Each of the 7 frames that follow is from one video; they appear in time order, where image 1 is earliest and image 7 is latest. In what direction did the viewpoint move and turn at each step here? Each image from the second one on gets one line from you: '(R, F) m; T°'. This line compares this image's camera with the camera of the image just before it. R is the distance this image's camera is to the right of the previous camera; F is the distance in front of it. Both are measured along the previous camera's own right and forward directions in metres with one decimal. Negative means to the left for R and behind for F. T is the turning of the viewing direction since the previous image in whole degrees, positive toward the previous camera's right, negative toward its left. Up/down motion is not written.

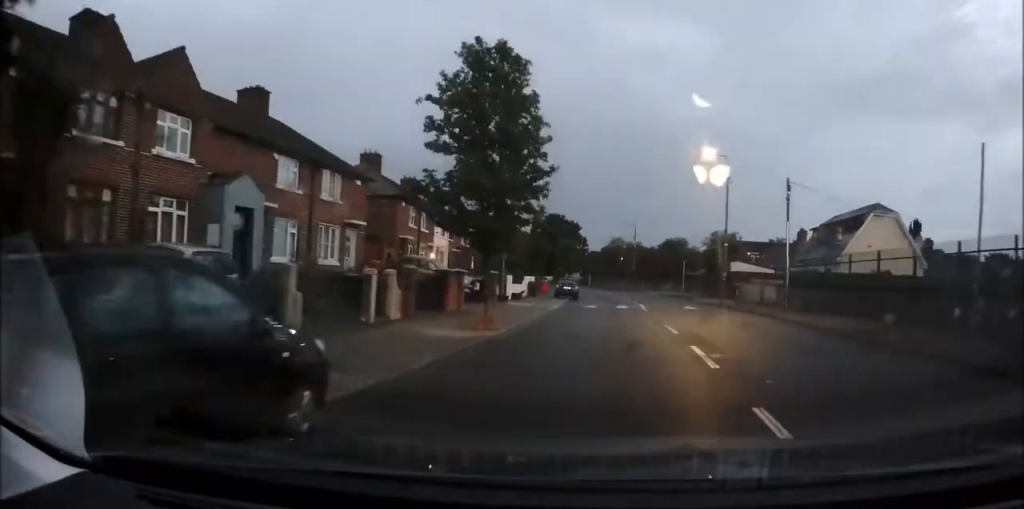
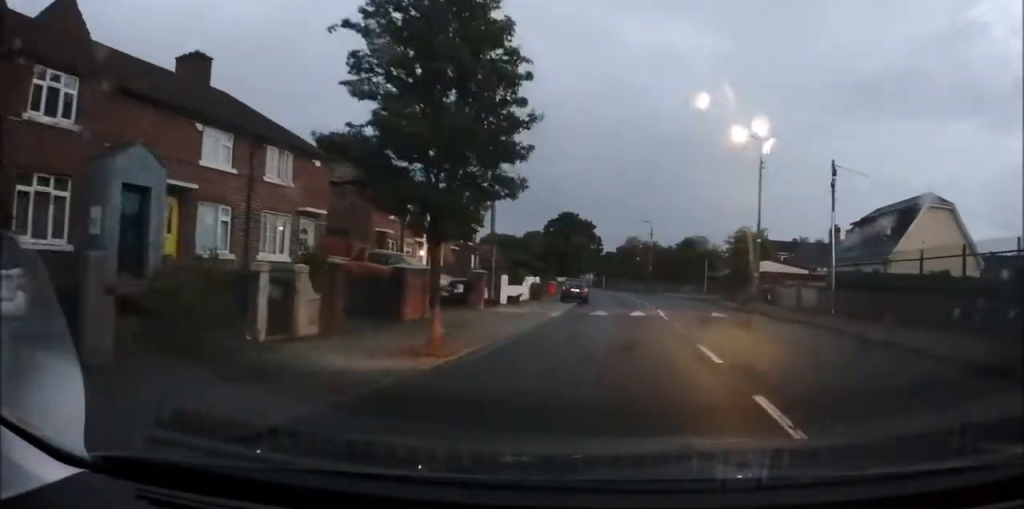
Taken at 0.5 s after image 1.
(-0.2, +4.7) m; -1°
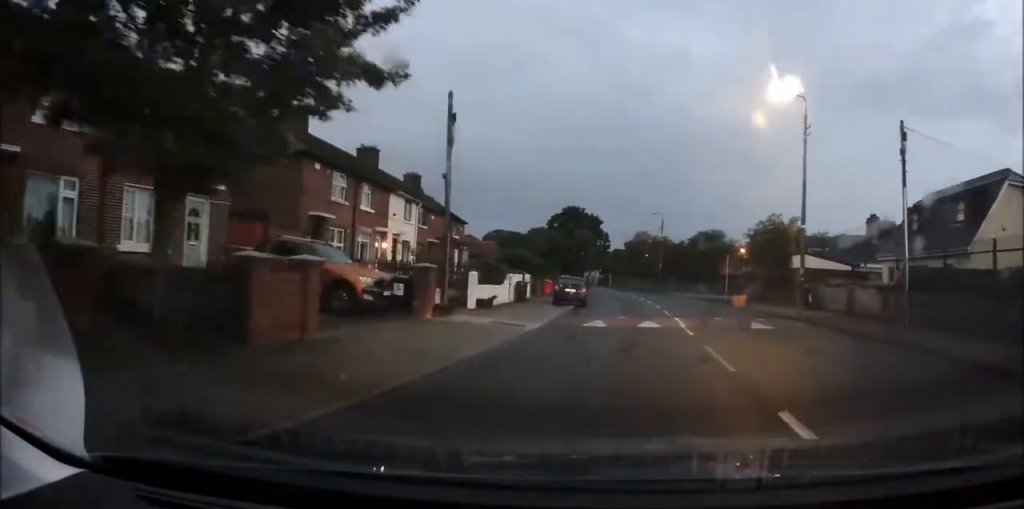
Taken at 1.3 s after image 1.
(-0.1, +6.2) m; -1°
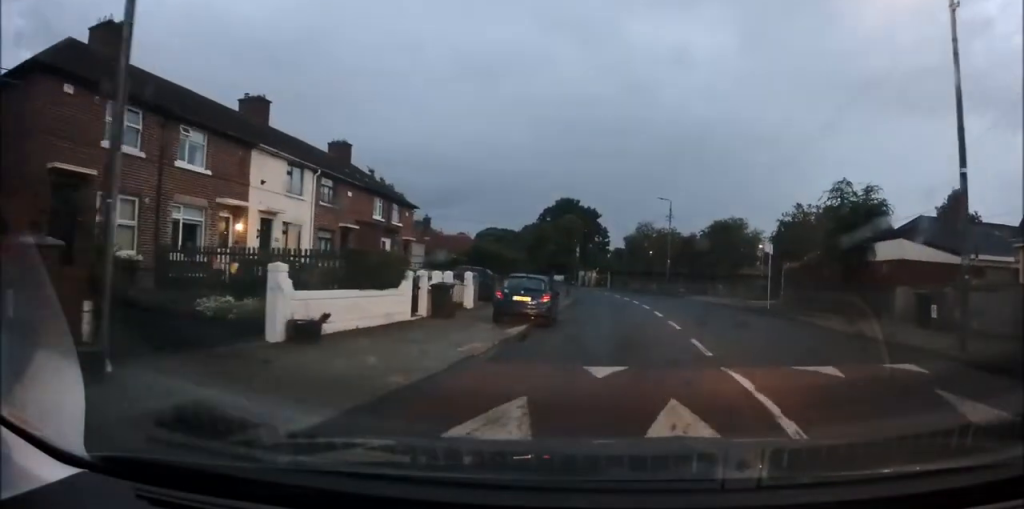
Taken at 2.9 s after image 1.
(-0.1, +11.8) m; -2°
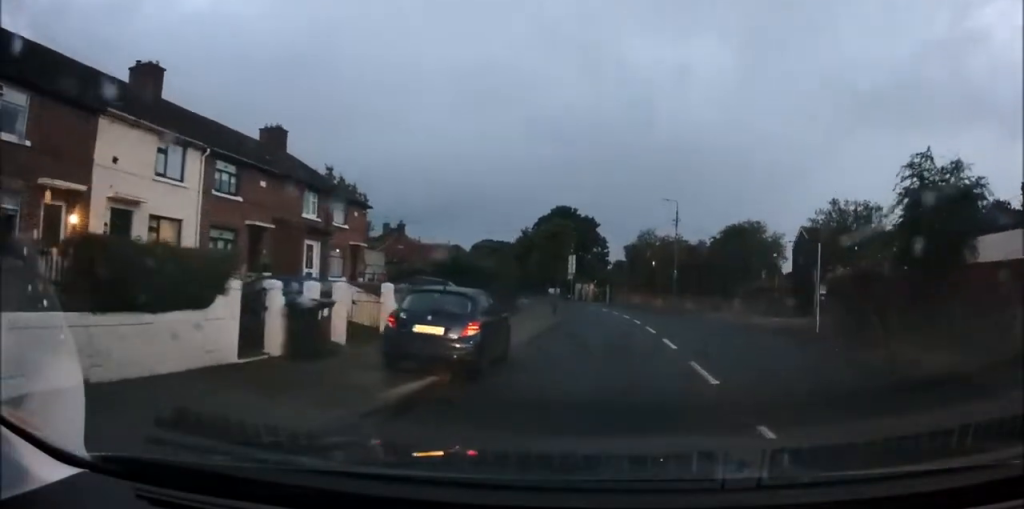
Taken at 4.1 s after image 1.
(-0.2, +7.4) m; -2°
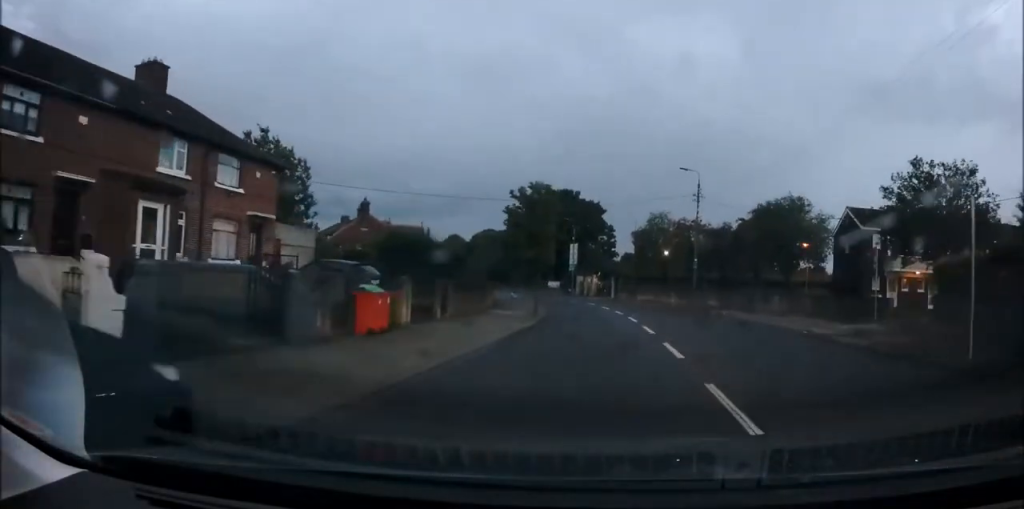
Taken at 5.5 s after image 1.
(+0.2, +9.9) m; +2°
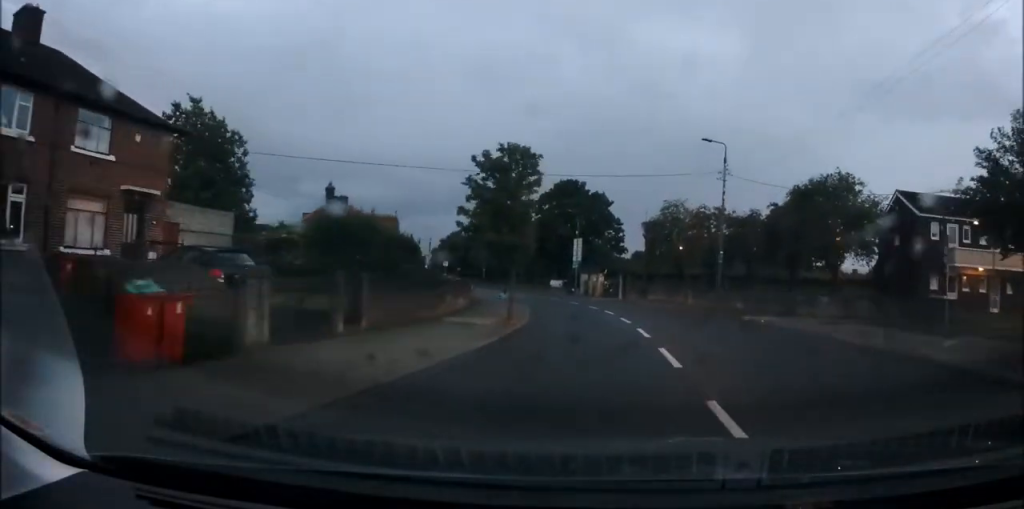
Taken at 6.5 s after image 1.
(+0.1, +7.6) m; -2°
